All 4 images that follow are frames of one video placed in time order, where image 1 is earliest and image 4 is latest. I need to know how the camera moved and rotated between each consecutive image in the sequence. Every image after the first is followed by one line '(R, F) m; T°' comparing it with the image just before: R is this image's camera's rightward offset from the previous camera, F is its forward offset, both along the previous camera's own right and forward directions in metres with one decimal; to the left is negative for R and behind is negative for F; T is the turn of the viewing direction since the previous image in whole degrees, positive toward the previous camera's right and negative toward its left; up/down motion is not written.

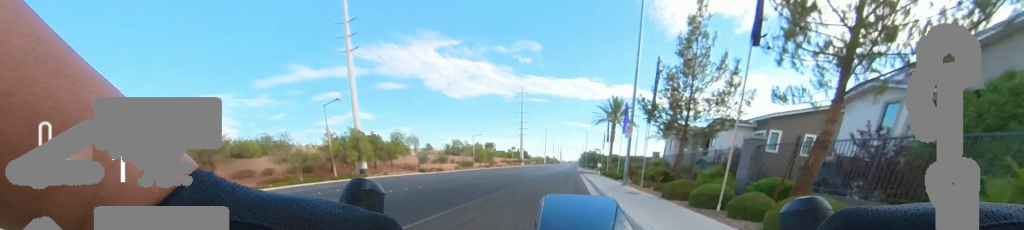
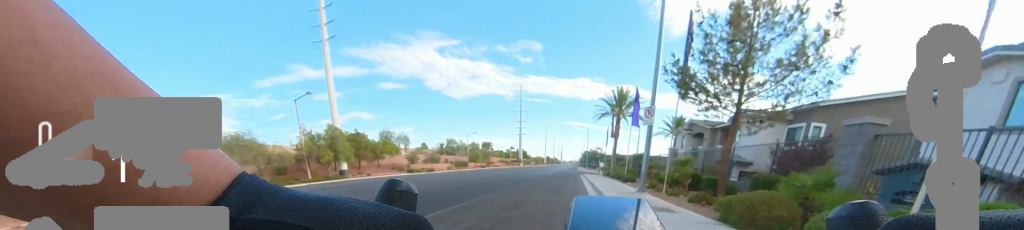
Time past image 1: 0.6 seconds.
(0.0, +4.0) m; 0°
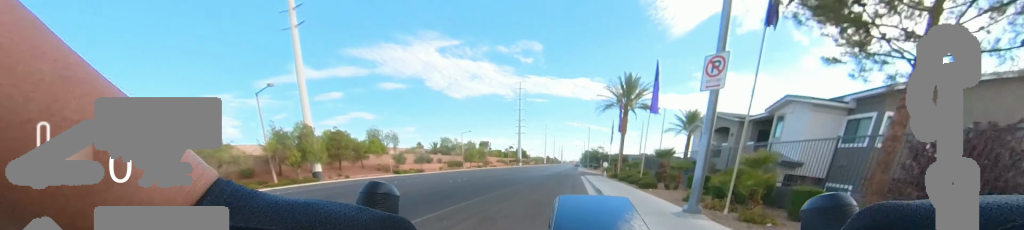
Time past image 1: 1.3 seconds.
(0.0, +4.6) m; 0°
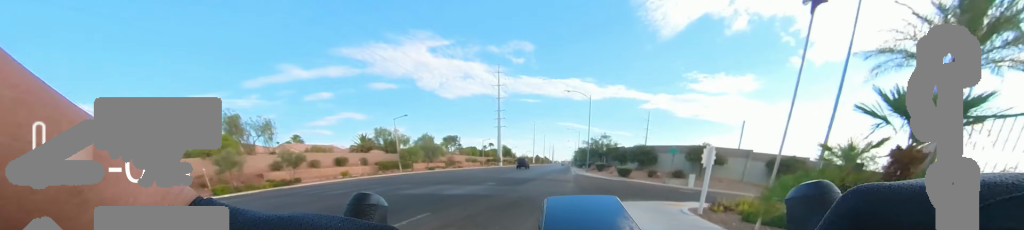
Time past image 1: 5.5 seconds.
(+2.4, +27.7) m; +4°
